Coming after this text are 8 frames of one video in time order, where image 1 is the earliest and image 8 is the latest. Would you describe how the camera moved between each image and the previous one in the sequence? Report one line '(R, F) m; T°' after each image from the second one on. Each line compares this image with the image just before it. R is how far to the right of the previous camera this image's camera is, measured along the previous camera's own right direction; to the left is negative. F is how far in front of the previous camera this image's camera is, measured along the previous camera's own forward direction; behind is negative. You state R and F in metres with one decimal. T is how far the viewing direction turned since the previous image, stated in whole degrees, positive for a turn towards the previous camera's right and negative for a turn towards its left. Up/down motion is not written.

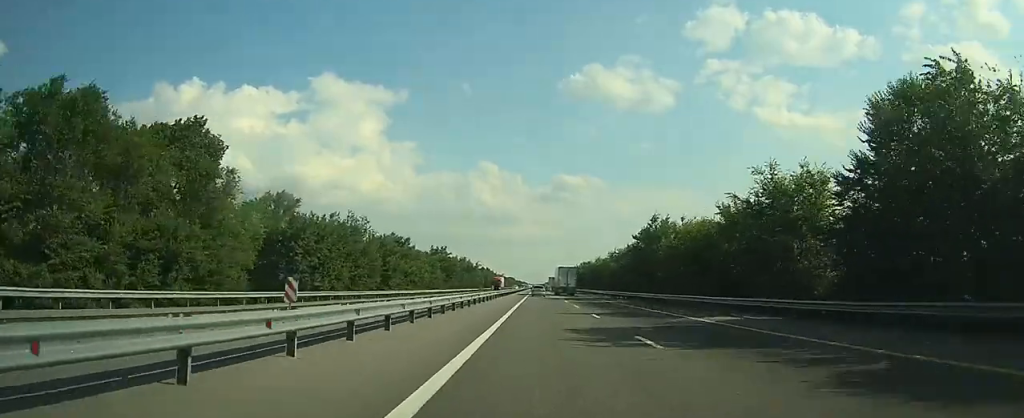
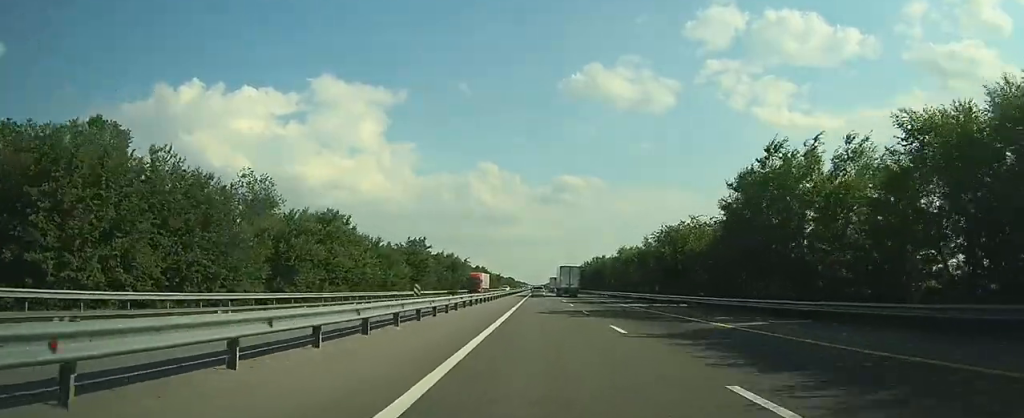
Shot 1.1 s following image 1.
(0.0, +31.5) m; 0°
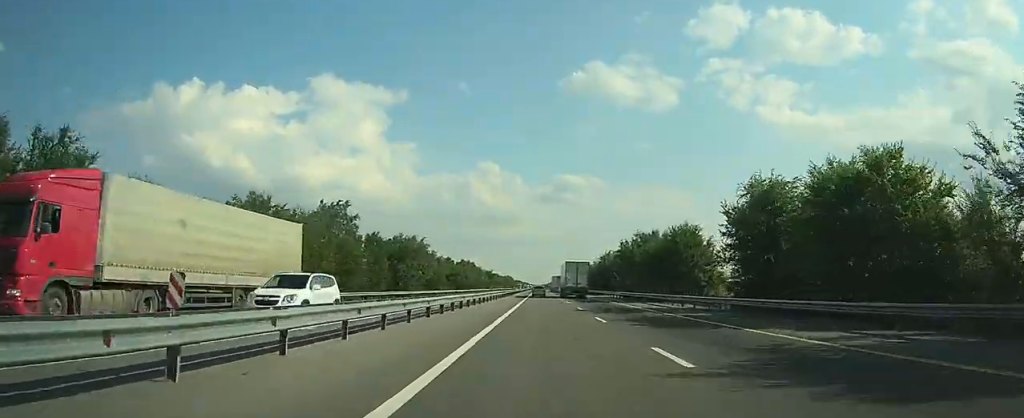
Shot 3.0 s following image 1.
(0.0, +54.8) m; 0°
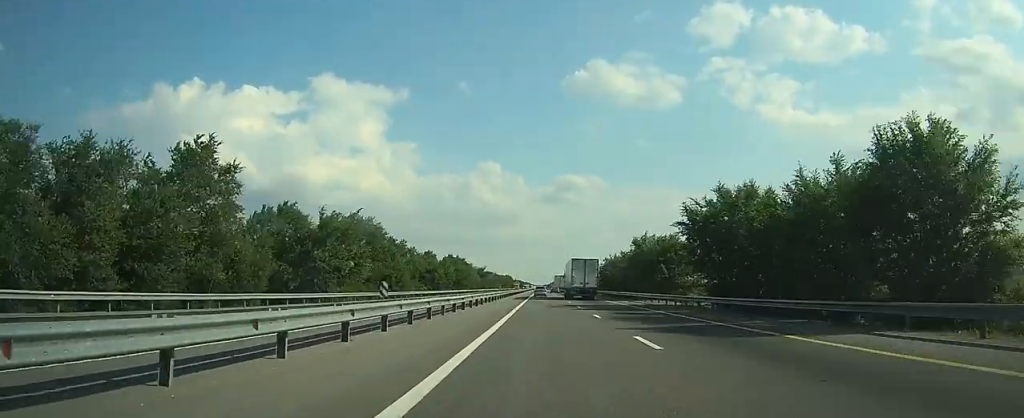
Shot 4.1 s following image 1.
(0.0, +33.0) m; 0°
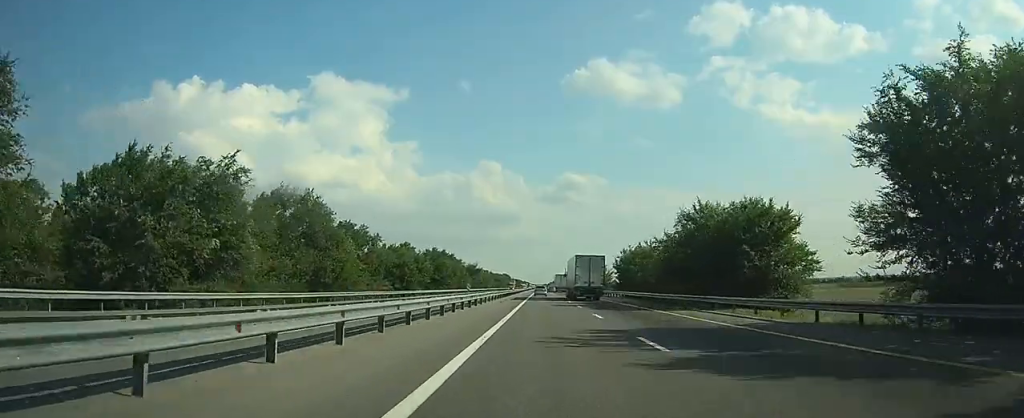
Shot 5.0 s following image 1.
(0.0, +24.5) m; 0°
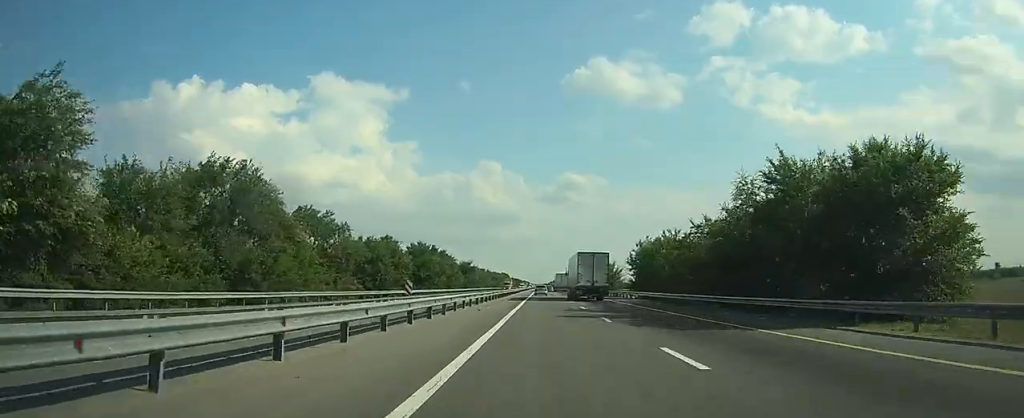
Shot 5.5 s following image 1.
(+0.1, +14.7) m; 0°
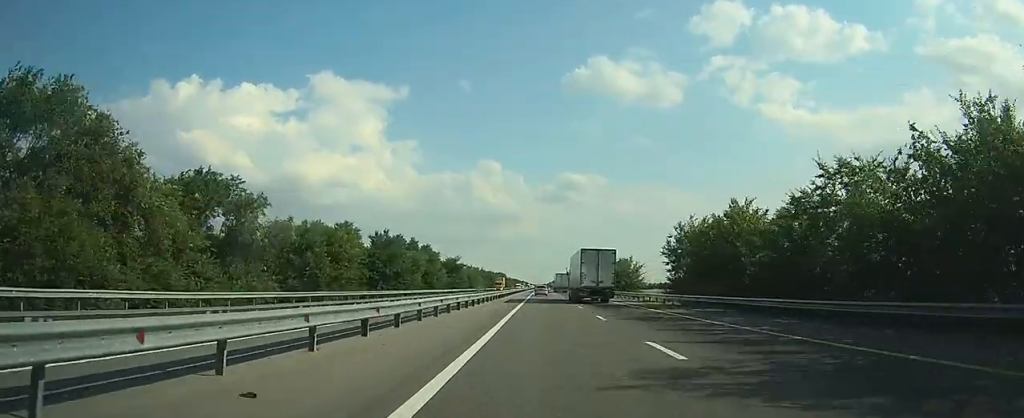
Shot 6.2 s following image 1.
(0.0, +22.7) m; 0°
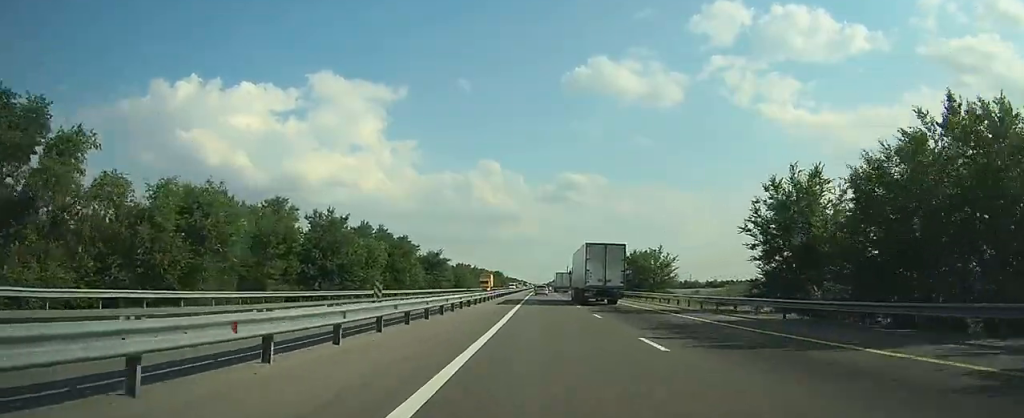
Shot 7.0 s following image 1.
(0.0, +22.7) m; 0°
